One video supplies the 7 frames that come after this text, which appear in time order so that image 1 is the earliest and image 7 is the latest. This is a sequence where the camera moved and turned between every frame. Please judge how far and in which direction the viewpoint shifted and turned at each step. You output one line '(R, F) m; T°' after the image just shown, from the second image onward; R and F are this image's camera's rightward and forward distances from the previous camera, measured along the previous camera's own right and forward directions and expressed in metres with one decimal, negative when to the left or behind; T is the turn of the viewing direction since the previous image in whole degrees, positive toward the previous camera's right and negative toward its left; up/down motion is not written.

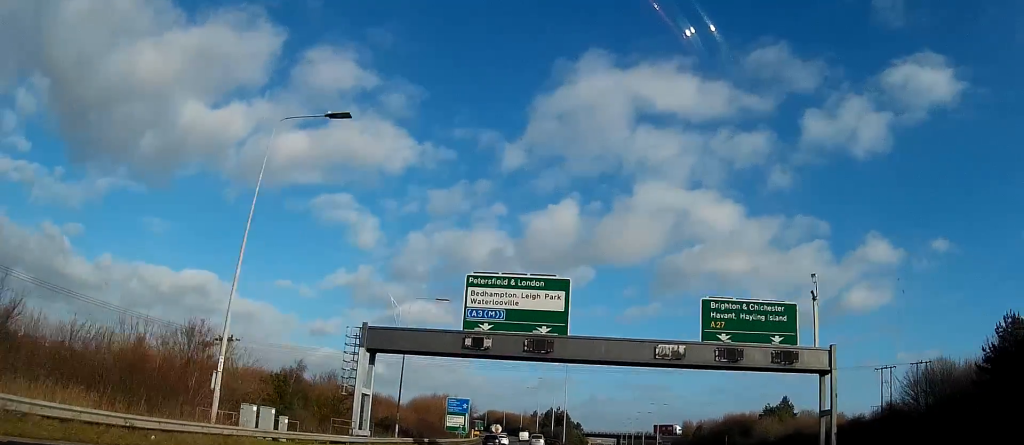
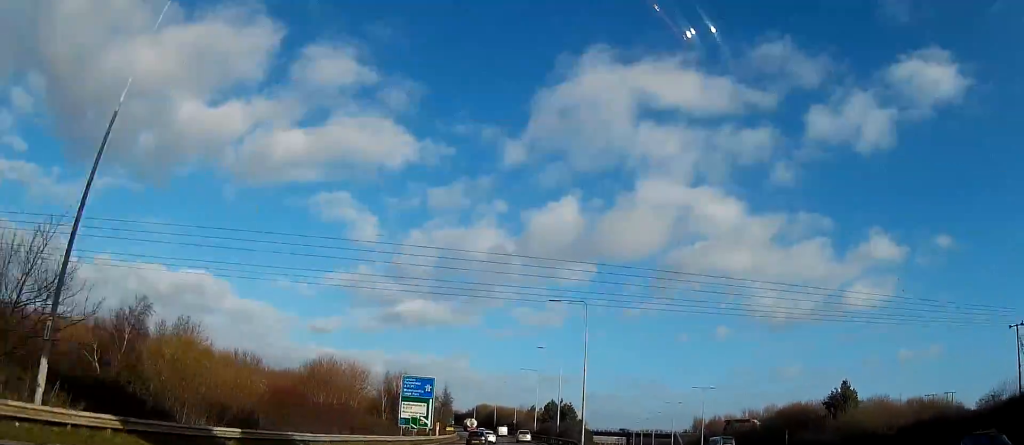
(-0.7, +38.0) m; -2°
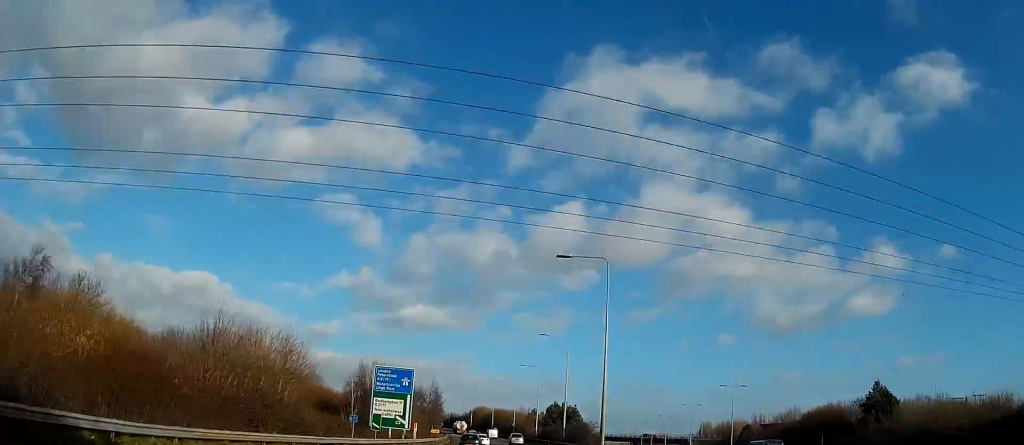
(-0.1, +14.4) m; -1°
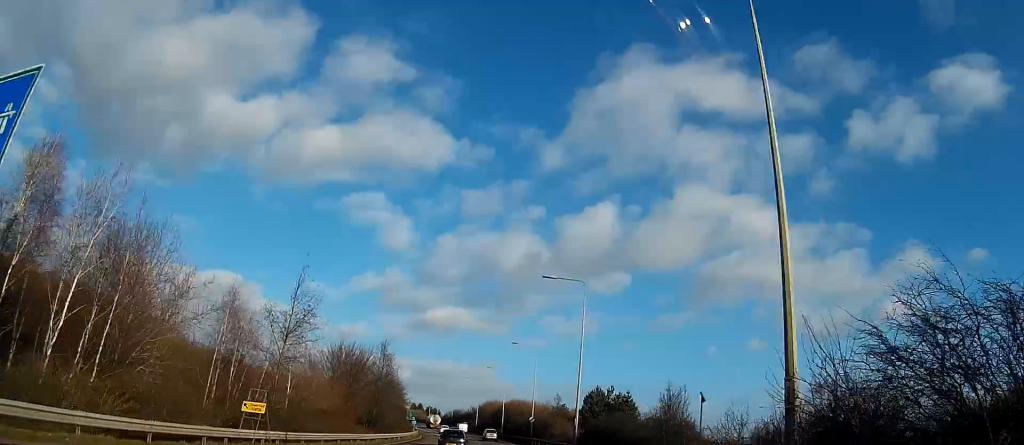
(-1.1, +55.1) m; -3°
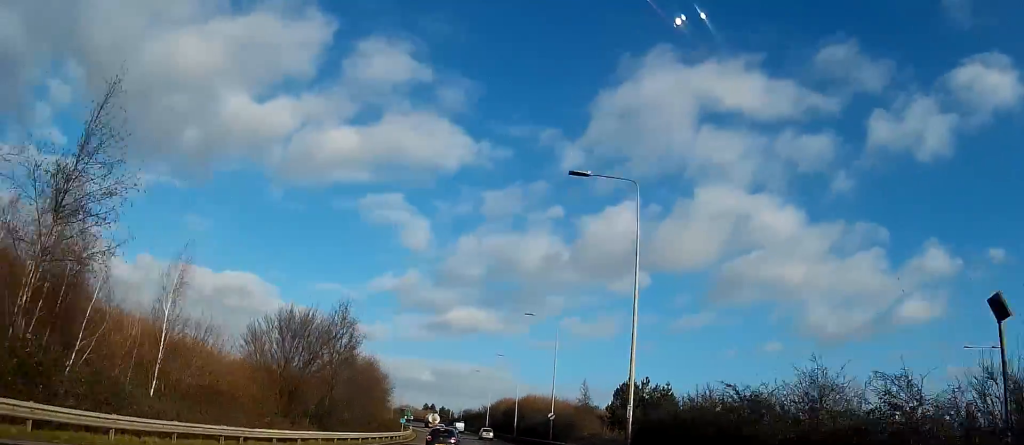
(-0.1, +18.0) m; -1°
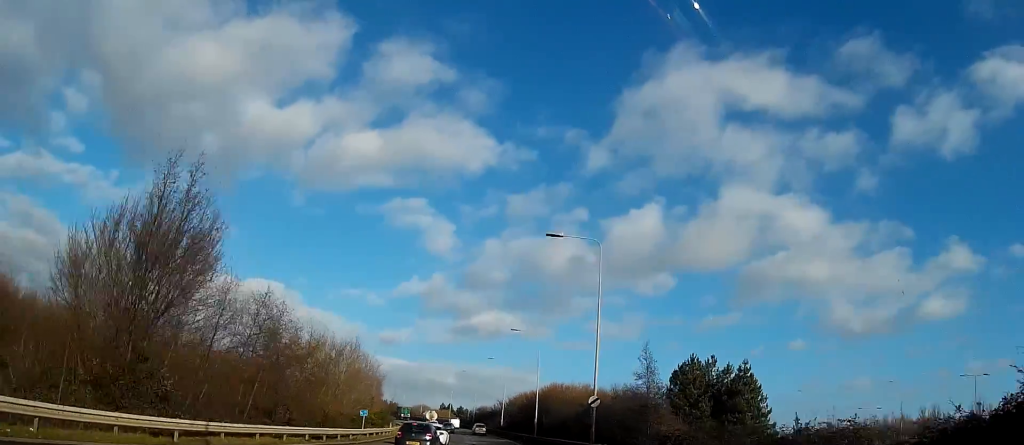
(-0.3, +23.8) m; -2°
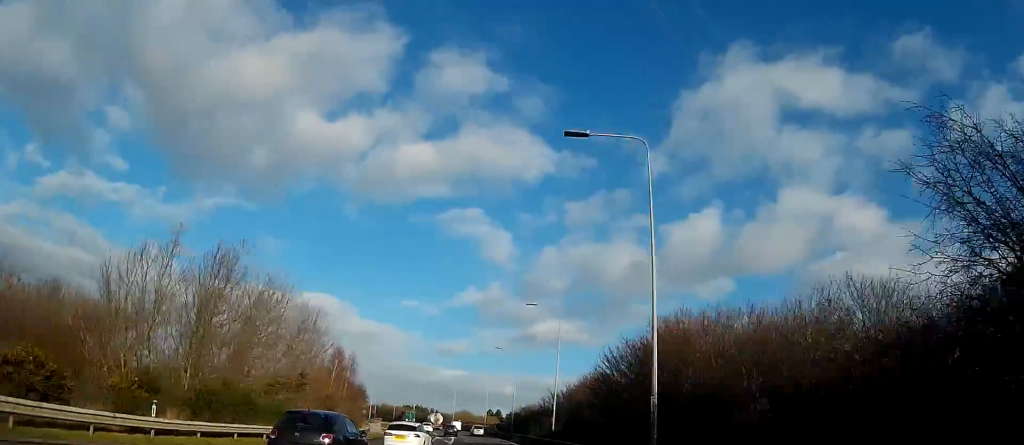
(-2.0, +46.1) m; -4°
